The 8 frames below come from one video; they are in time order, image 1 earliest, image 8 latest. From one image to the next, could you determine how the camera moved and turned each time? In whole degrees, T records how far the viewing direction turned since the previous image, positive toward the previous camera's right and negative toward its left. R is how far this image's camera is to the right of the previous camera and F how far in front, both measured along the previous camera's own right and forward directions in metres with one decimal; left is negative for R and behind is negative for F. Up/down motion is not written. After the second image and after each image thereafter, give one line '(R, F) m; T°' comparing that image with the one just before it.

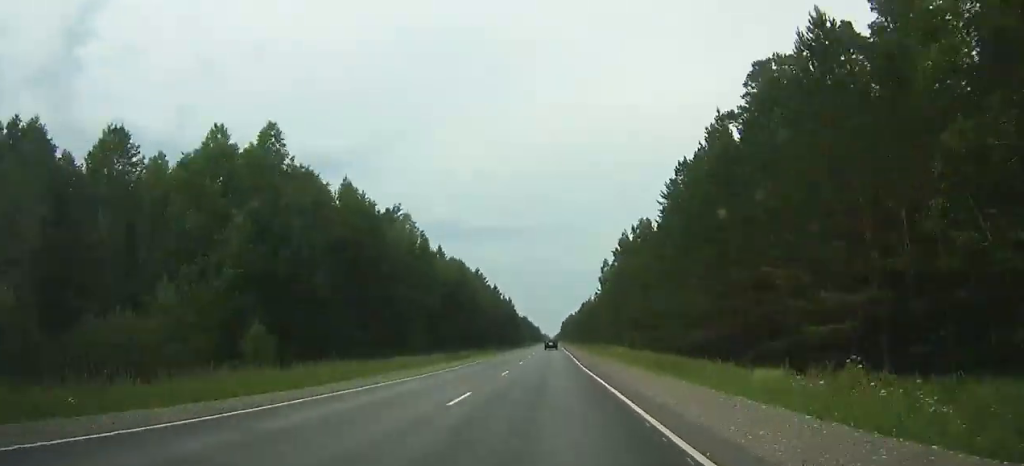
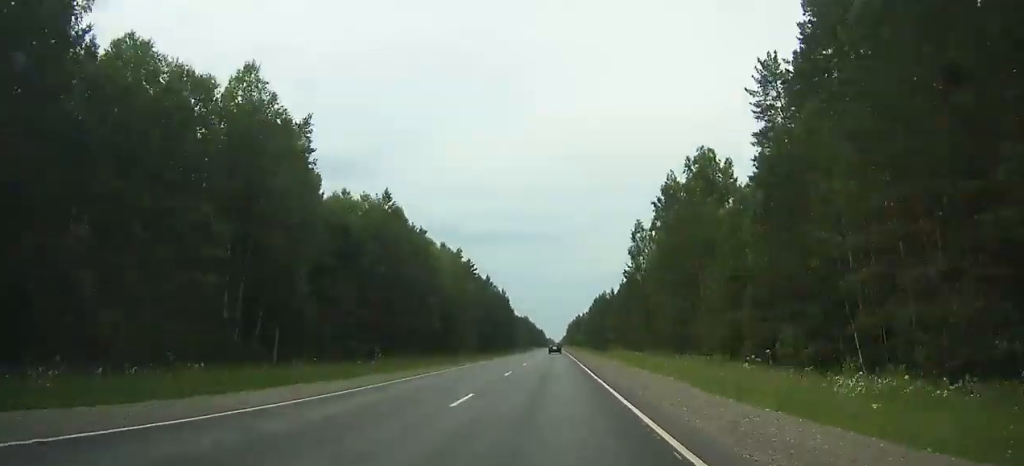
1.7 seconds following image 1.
(-0.1, +47.2) m; 0°
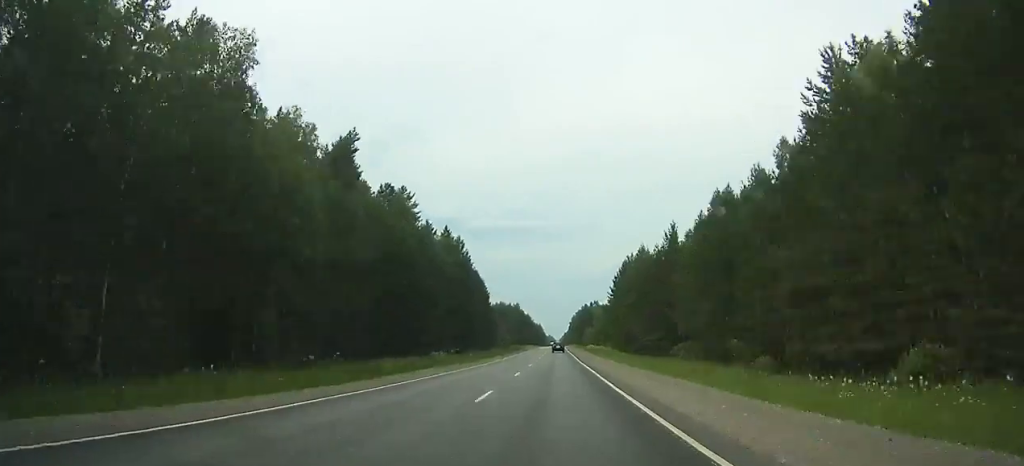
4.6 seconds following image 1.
(-0.2, +85.1) m; 0°
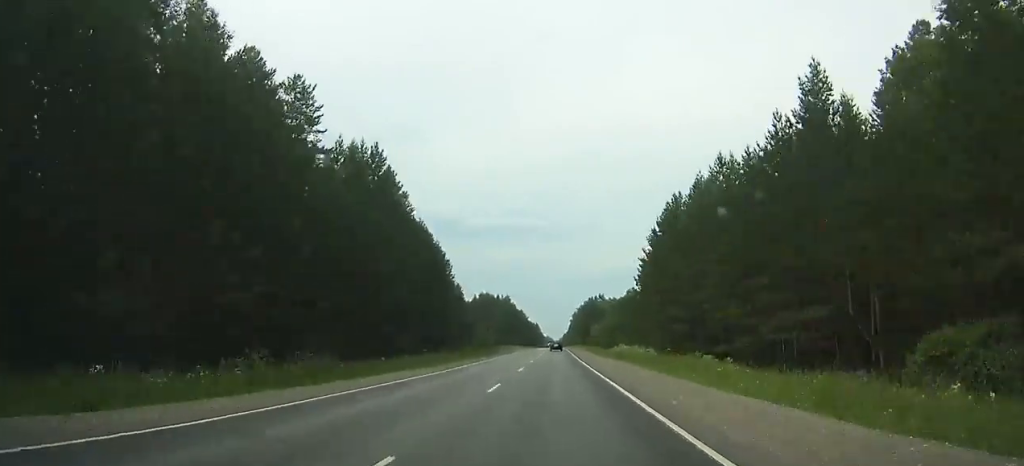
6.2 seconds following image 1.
(-0.1, +47.5) m; 0°
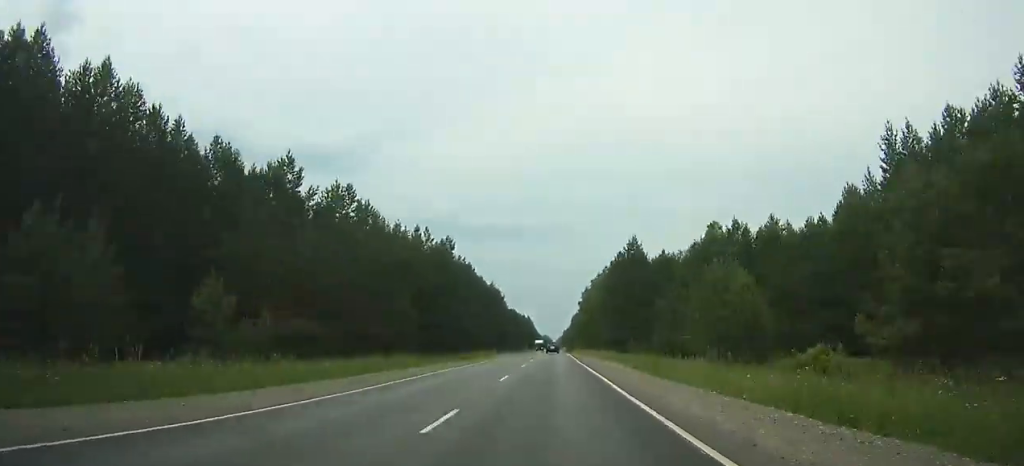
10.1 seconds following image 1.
(+0.7, +114.4) m; +1°
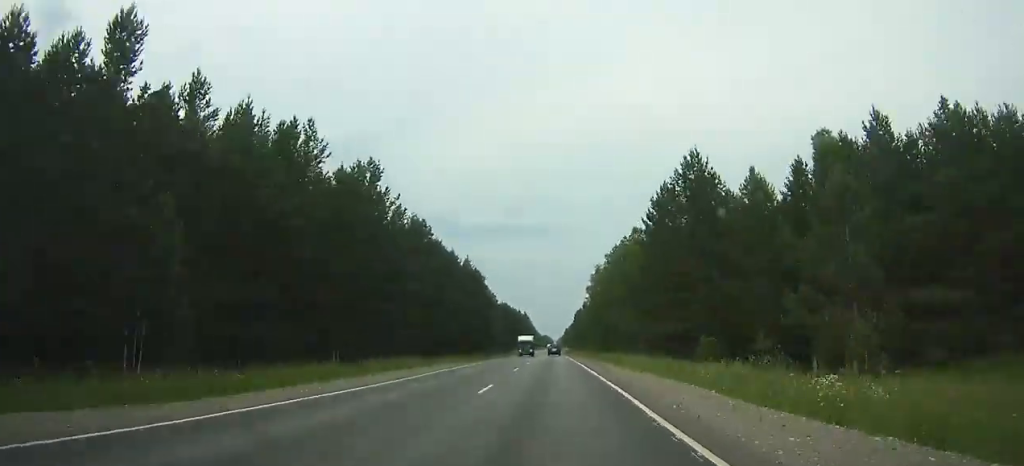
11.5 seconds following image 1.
(+0.1, +40.3) m; 0°
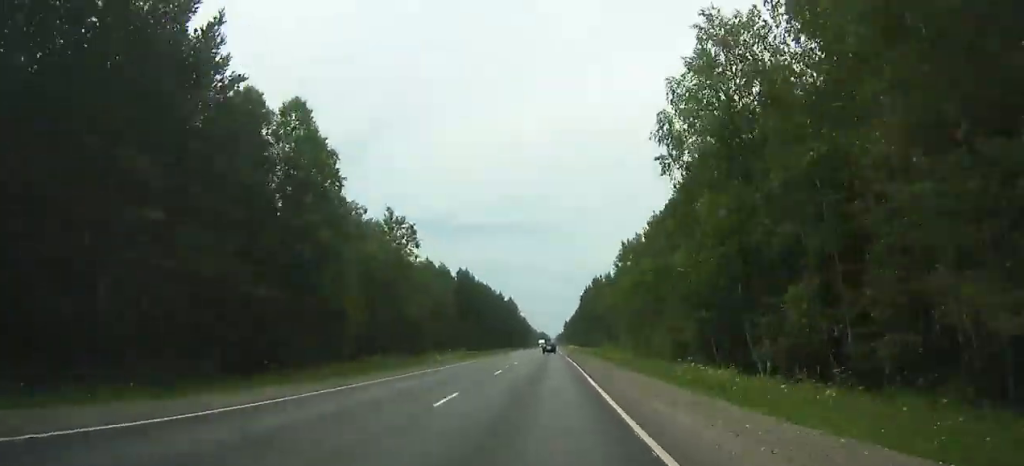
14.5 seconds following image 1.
(+0.1, +86.3) m; 0°
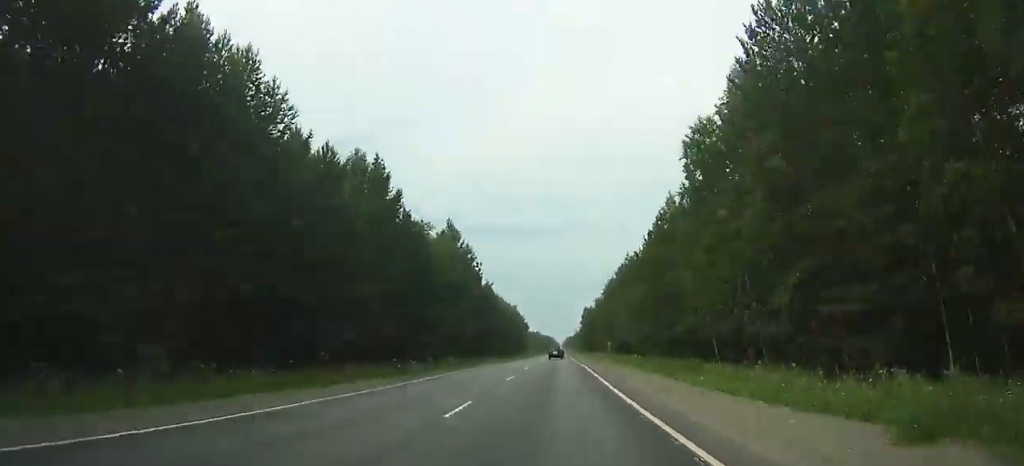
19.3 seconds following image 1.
(-1.0, +144.4) m; -1°
